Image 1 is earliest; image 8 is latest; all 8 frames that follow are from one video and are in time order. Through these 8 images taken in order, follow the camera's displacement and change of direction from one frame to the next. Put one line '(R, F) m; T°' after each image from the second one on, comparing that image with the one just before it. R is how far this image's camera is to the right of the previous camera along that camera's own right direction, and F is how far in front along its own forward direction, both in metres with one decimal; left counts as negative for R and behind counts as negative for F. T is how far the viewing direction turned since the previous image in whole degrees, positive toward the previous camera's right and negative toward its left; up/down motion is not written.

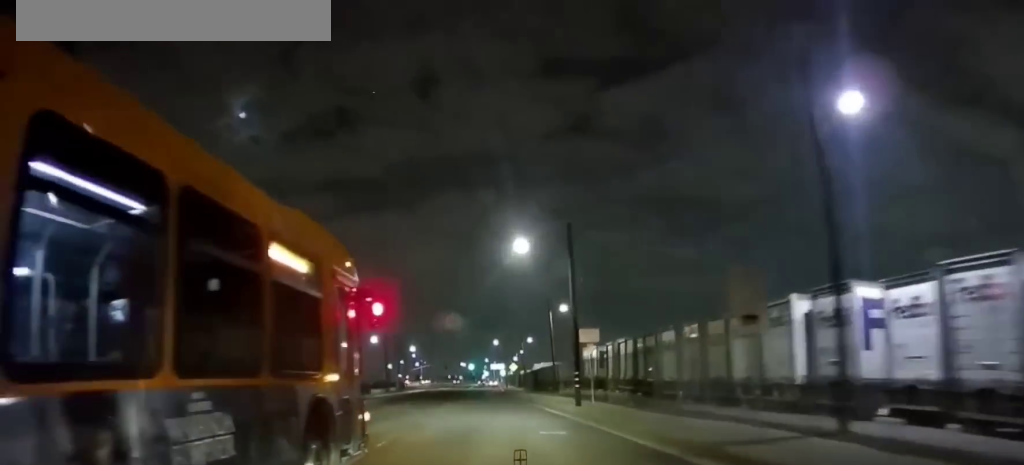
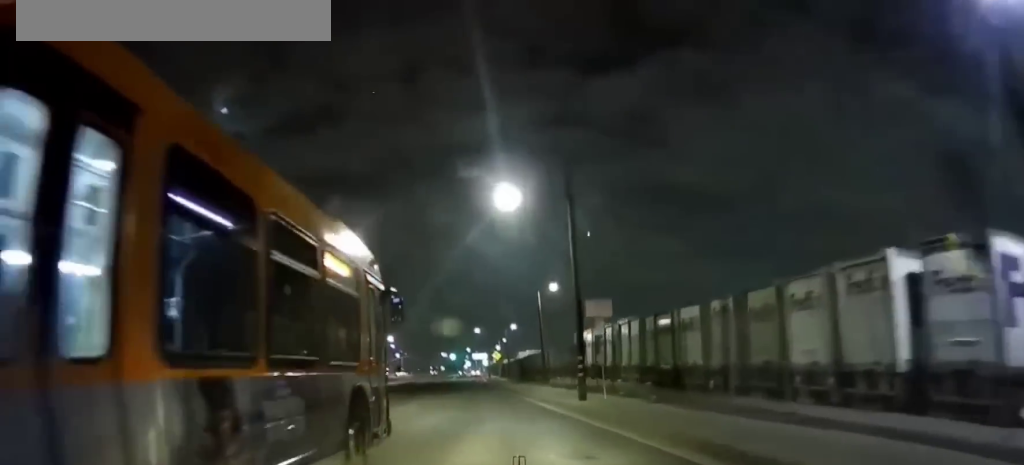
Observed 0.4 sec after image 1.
(-0.2, +6.9) m; +1°
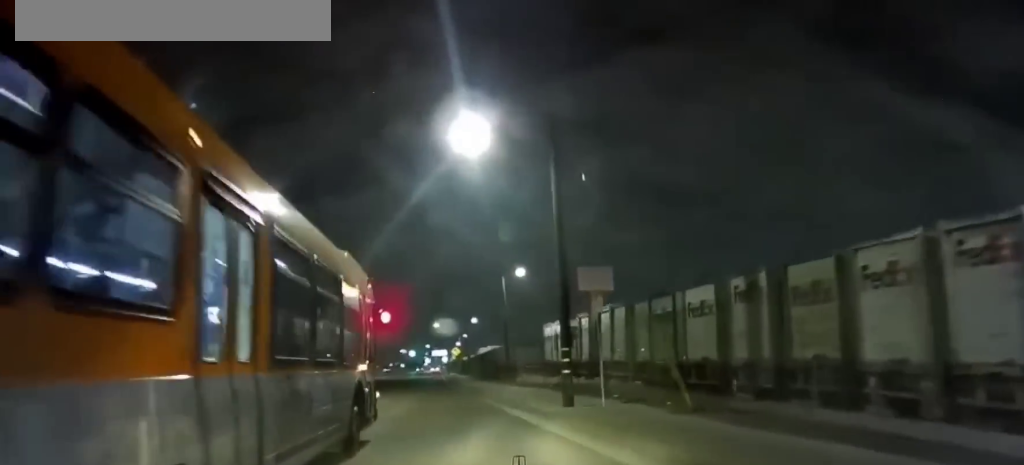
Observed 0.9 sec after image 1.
(+0.3, +6.4) m; 0°
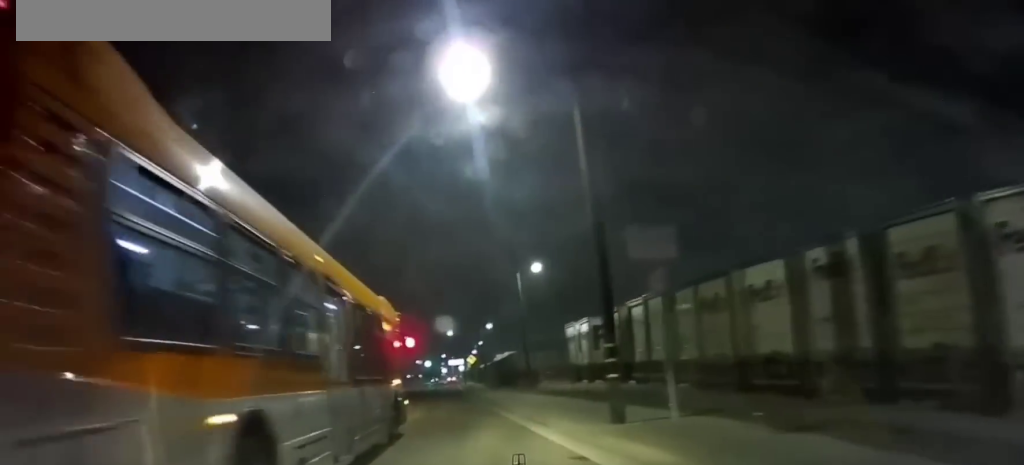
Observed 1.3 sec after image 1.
(+0.3, +5.9) m; 0°
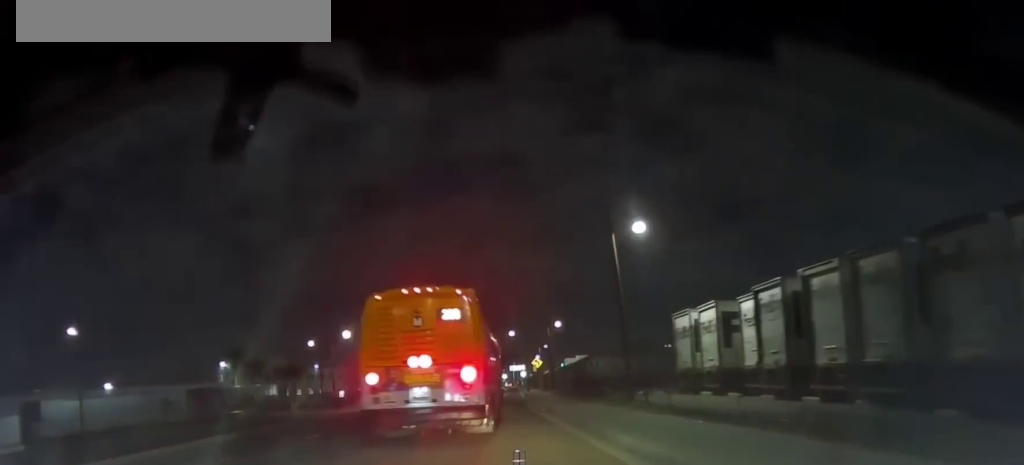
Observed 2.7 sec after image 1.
(-0.8, +13.4) m; -5°
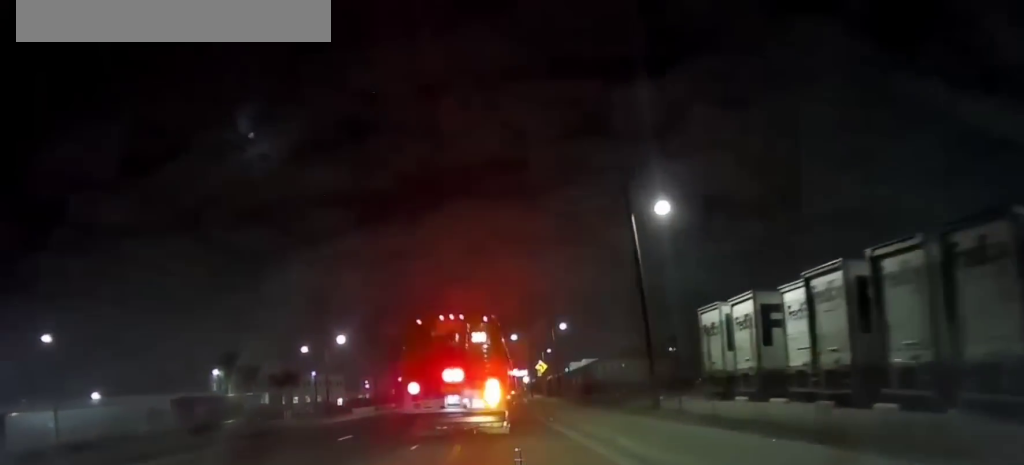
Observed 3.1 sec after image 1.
(-0.1, +3.8) m; -1°
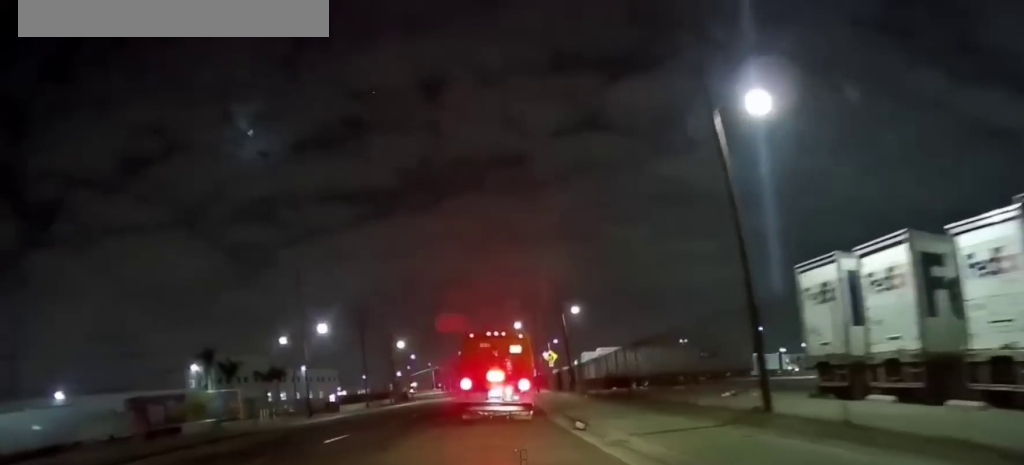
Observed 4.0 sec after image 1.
(-0.1, +9.1) m; 0°
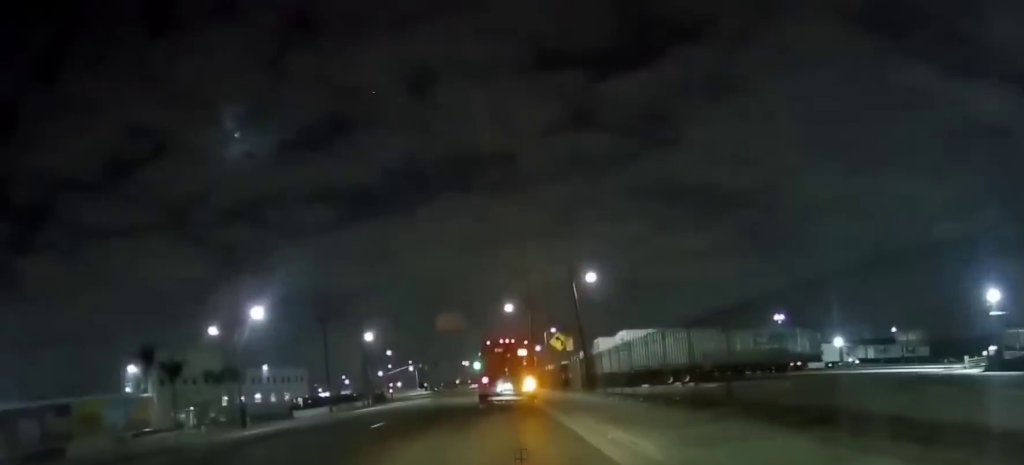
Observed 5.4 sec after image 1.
(+0.1, +16.5) m; +1°
